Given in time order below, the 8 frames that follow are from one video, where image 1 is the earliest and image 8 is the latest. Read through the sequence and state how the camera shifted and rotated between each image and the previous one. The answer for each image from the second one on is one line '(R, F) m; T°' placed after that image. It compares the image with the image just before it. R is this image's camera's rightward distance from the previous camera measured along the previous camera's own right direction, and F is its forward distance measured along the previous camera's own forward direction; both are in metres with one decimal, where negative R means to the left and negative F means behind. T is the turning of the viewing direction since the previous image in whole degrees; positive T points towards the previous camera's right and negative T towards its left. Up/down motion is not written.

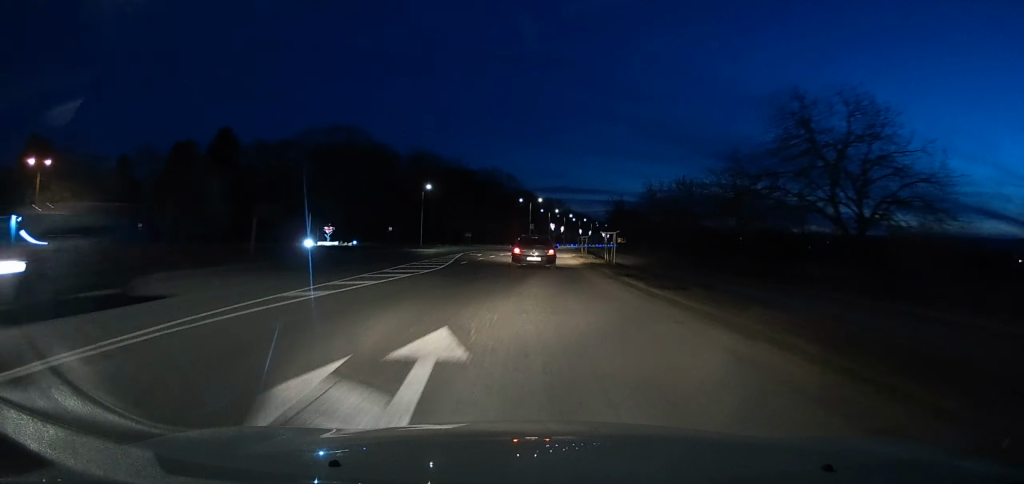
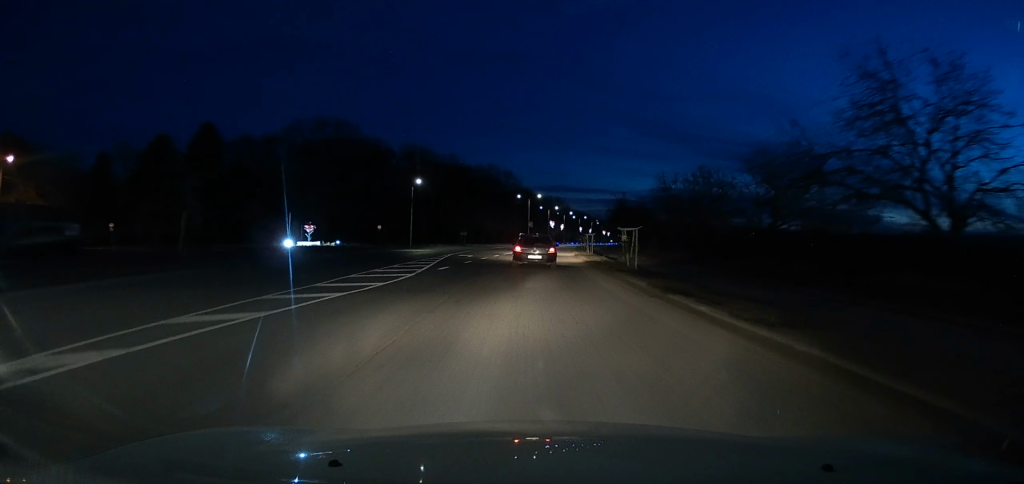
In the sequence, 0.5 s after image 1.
(+0.1, +6.9) m; +1°
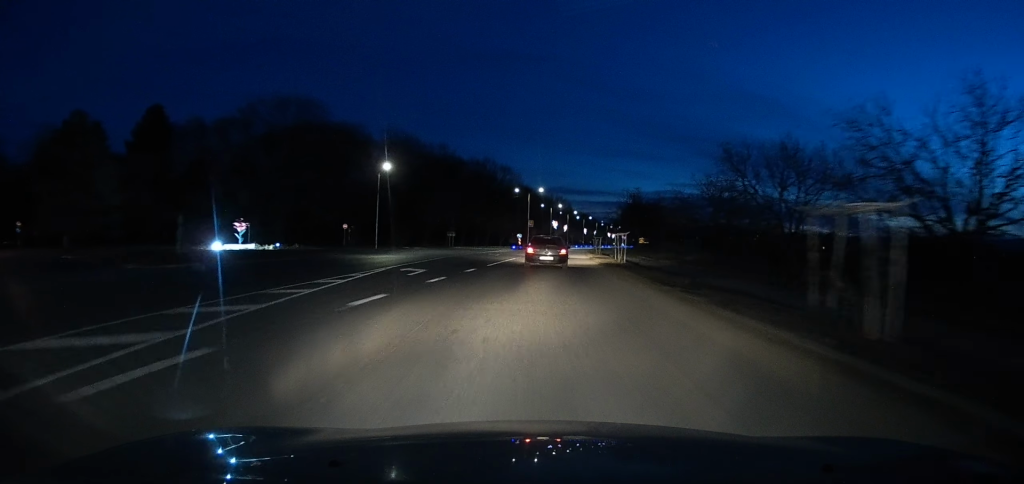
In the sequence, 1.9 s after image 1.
(+0.2, +18.8) m; +1°
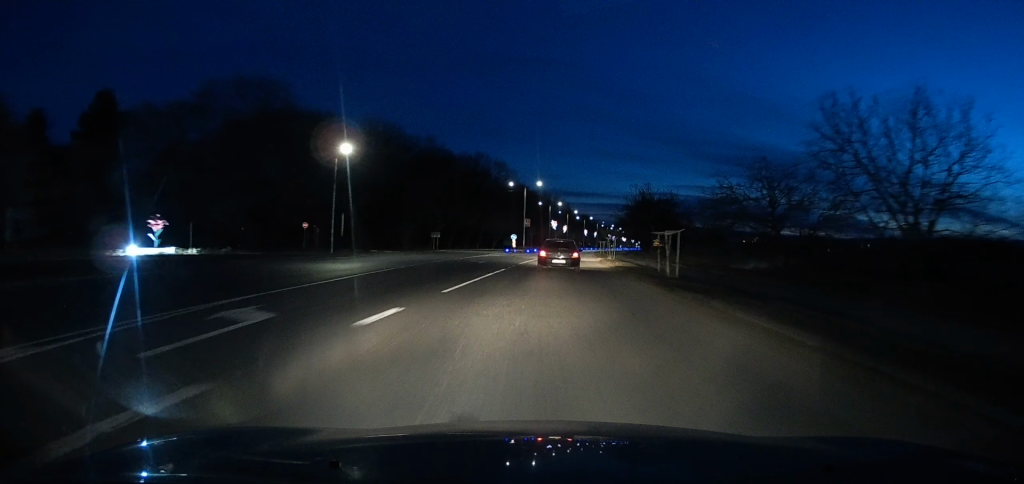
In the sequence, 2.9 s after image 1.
(-0.1, +13.7) m; 0°
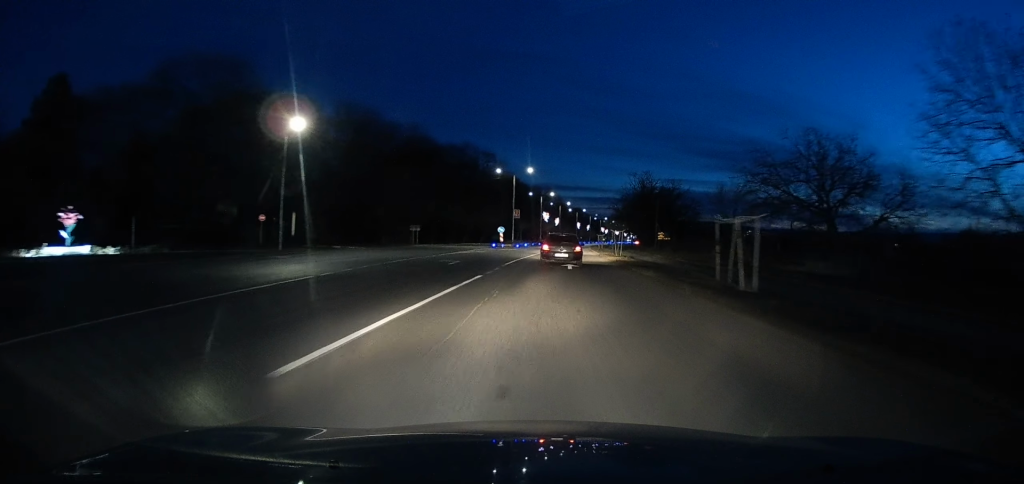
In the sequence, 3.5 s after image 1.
(0.0, +9.1) m; 0°
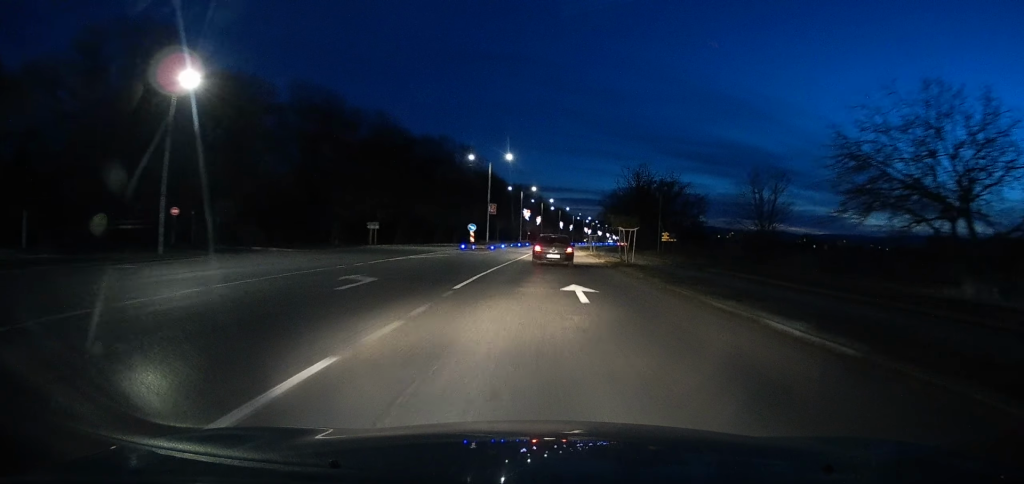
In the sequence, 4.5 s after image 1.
(0.0, +12.6) m; +1°
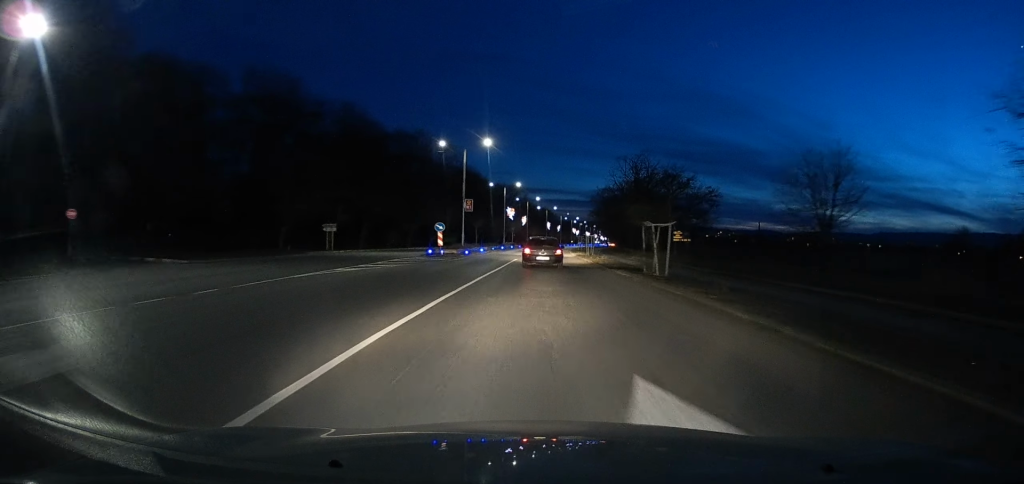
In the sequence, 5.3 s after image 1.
(+0.1, +10.7) m; +1°
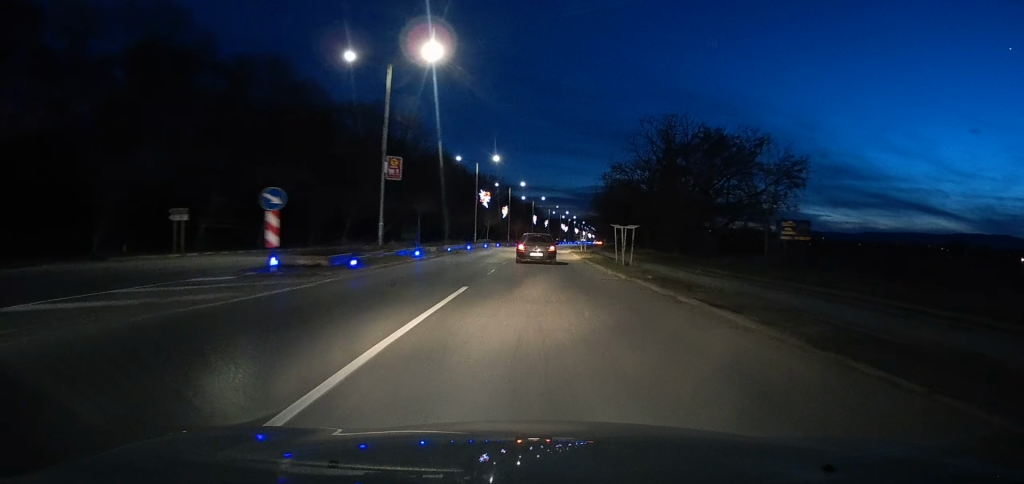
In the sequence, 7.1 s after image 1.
(+0.6, +24.8) m; +3°
